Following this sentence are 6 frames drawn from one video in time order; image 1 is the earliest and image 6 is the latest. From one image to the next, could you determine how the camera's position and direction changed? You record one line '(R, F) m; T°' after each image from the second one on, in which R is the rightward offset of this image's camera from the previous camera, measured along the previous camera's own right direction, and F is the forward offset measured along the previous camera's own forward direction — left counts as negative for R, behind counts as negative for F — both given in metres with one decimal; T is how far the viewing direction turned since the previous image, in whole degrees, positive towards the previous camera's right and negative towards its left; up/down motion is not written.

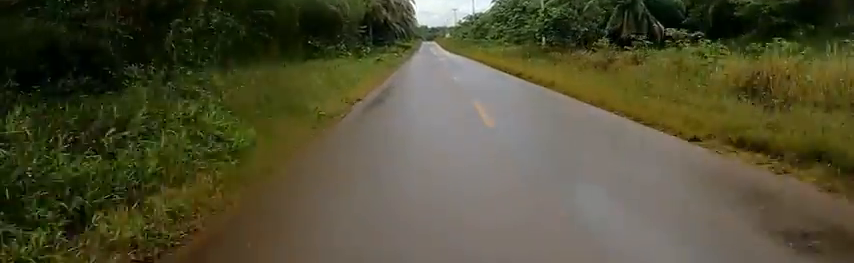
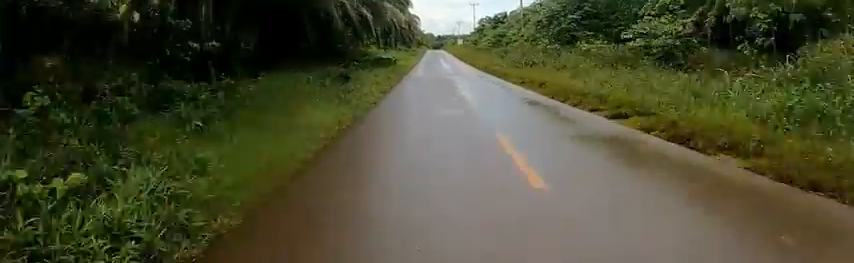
(-0.1, +41.9) m; 0°
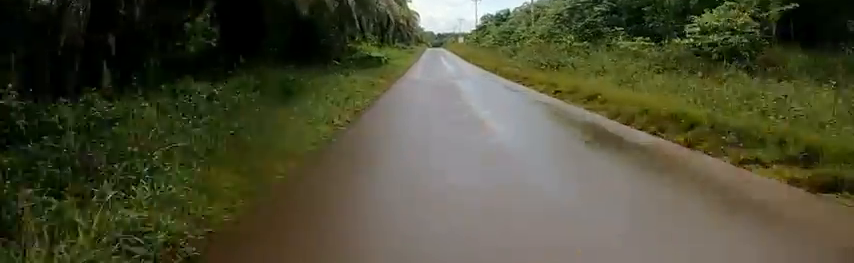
(+0.3, +5.5) m; +1°
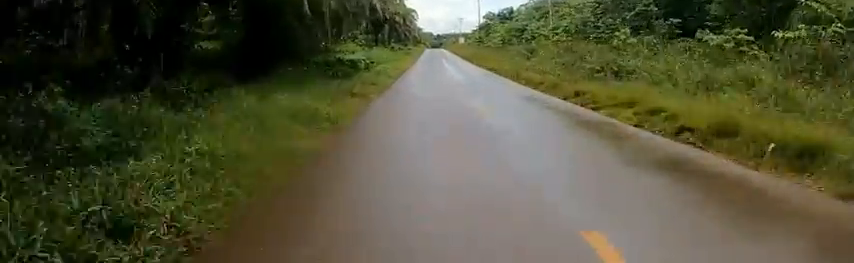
(+0.1, +6.5) m; 0°
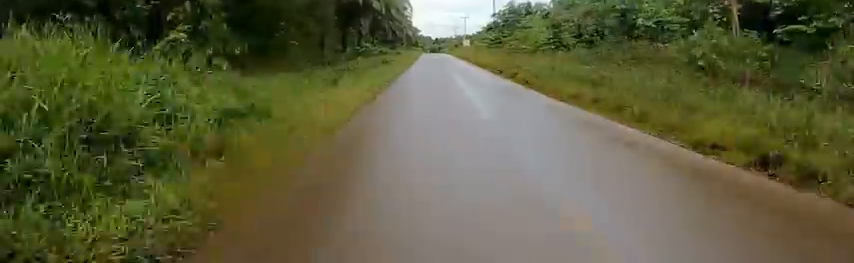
(-0.7, +24.0) m; 0°
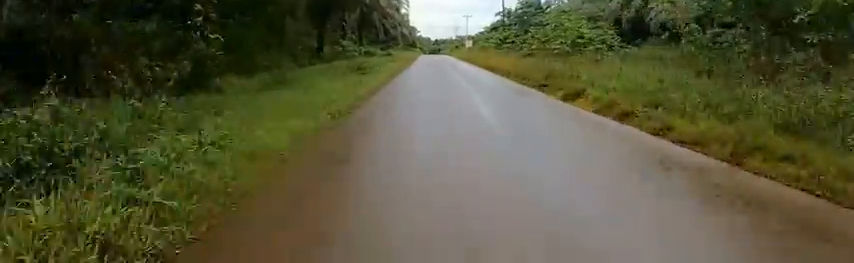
(+0.3, +9.1) m; +1°
